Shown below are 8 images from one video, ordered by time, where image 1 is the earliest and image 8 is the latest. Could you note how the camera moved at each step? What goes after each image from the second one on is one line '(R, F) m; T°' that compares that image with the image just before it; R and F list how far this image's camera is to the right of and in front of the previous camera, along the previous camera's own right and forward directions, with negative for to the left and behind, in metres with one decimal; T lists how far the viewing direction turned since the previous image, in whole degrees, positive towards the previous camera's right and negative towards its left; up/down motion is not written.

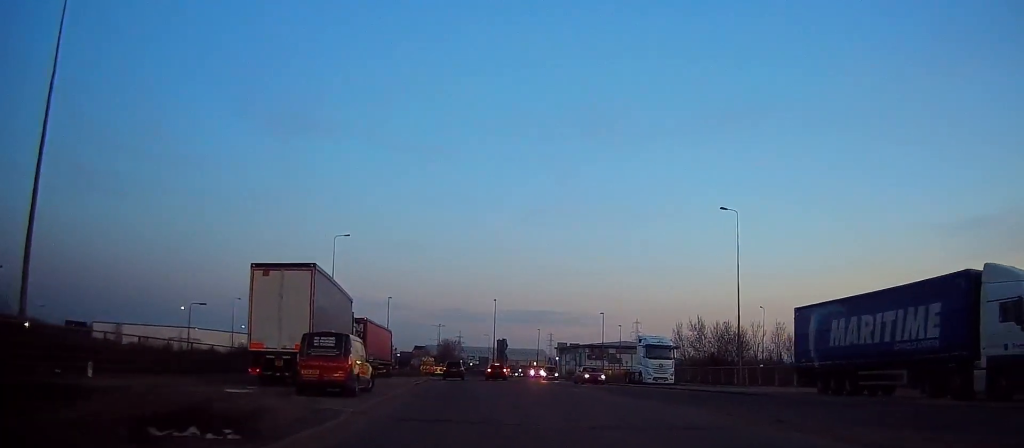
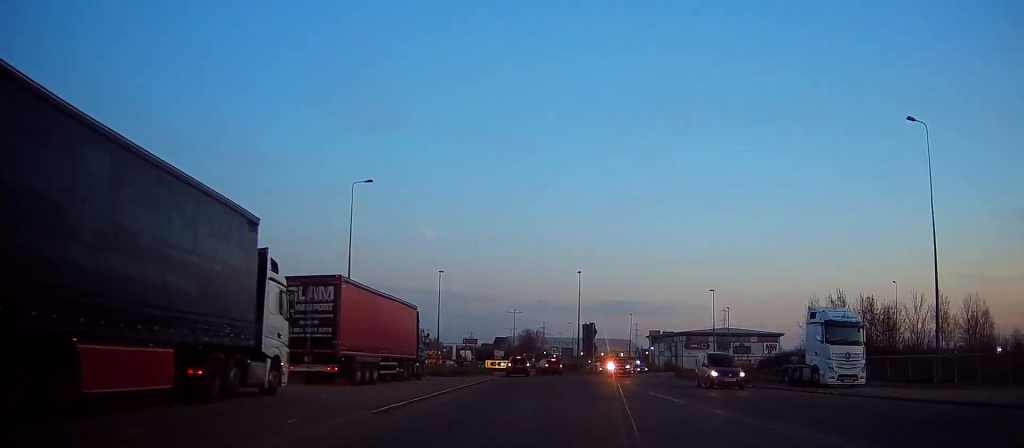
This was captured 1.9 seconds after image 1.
(-1.4, +21.5) m; -6°
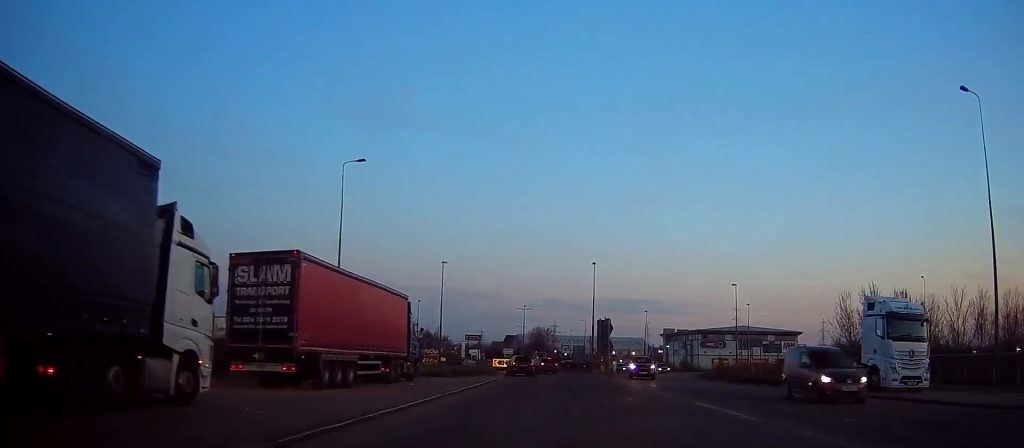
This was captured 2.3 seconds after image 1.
(0.0, +5.4) m; -1°
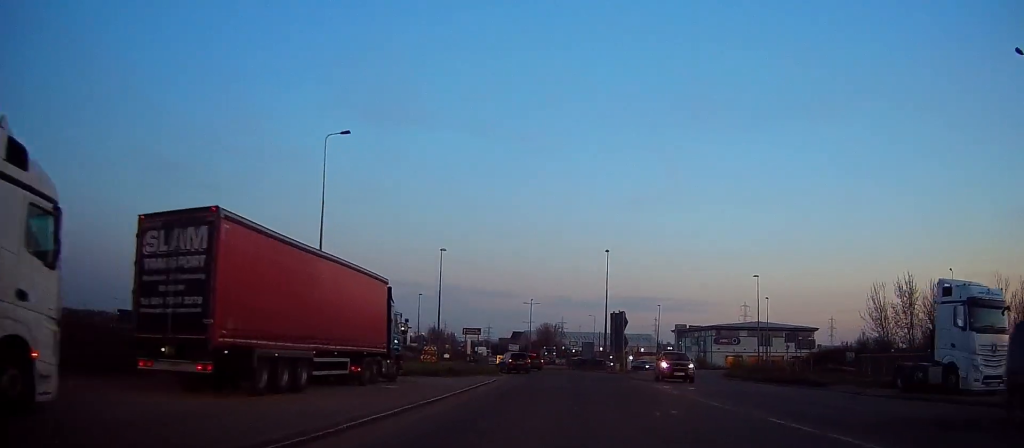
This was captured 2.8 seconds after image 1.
(0.0, +5.7) m; -1°
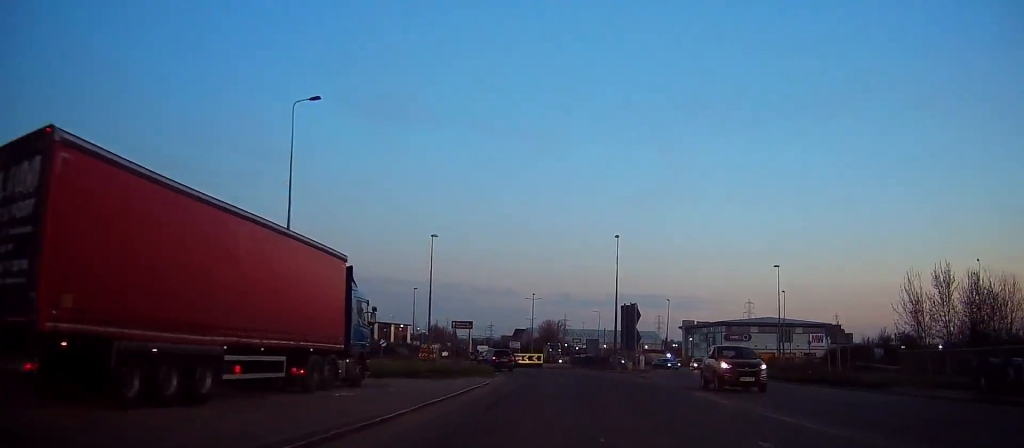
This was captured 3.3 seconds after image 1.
(-0.1, +6.0) m; 0°
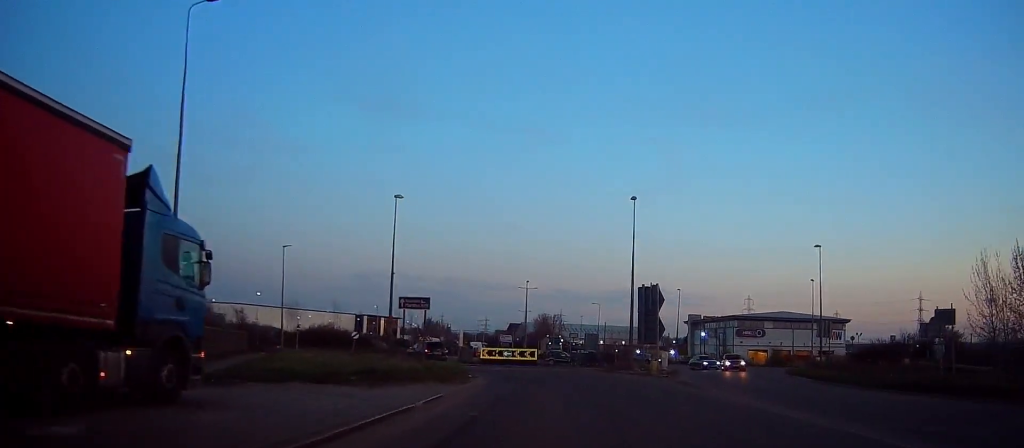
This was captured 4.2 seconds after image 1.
(0.0, +11.8) m; +1°
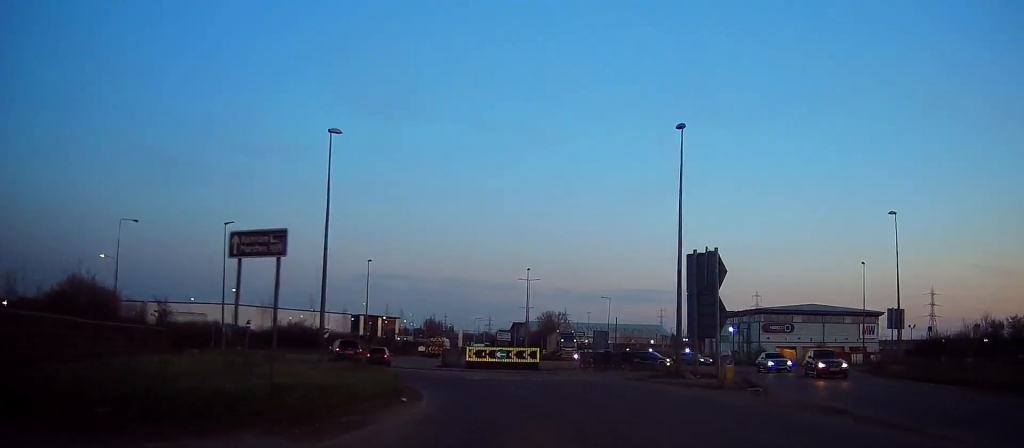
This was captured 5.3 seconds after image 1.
(+0.2, +13.2) m; -1°
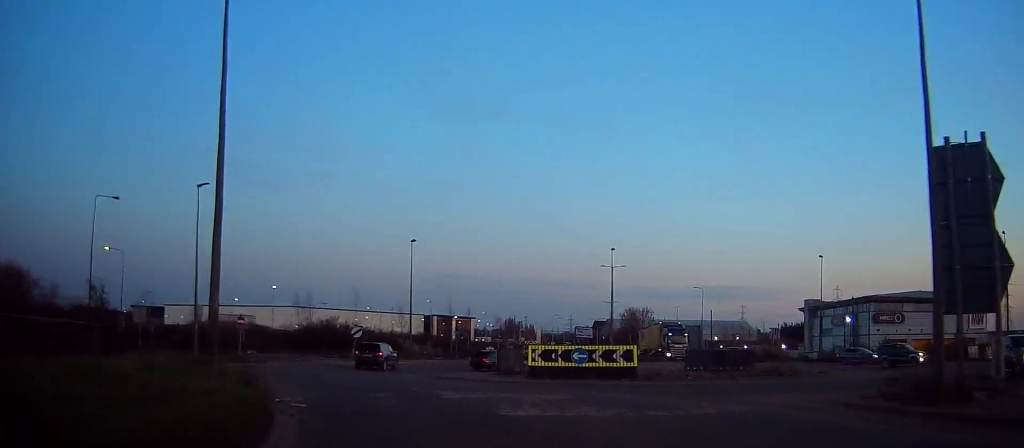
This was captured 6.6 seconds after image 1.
(-0.7, +14.6) m; -8°
